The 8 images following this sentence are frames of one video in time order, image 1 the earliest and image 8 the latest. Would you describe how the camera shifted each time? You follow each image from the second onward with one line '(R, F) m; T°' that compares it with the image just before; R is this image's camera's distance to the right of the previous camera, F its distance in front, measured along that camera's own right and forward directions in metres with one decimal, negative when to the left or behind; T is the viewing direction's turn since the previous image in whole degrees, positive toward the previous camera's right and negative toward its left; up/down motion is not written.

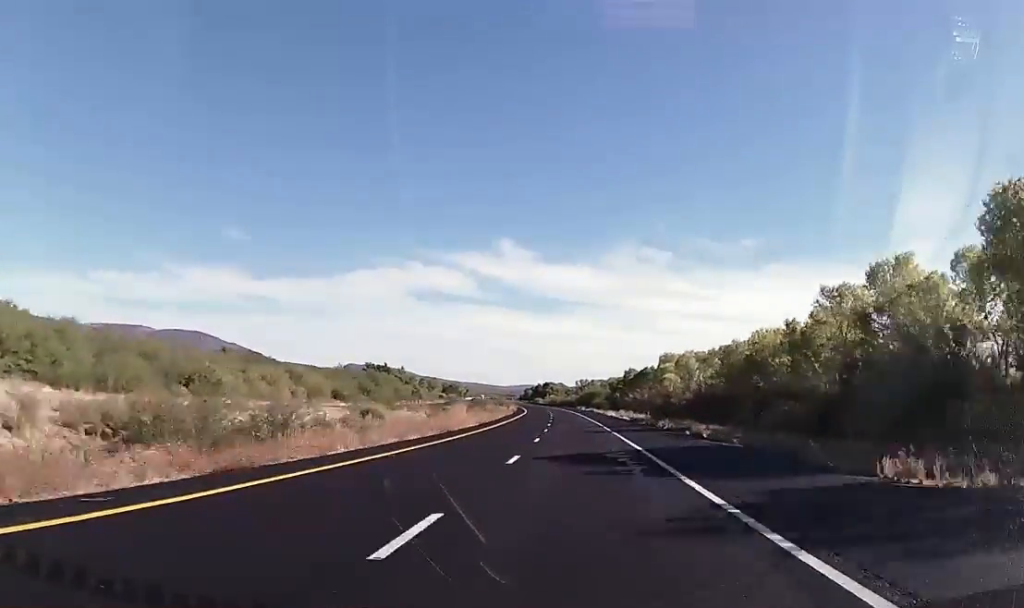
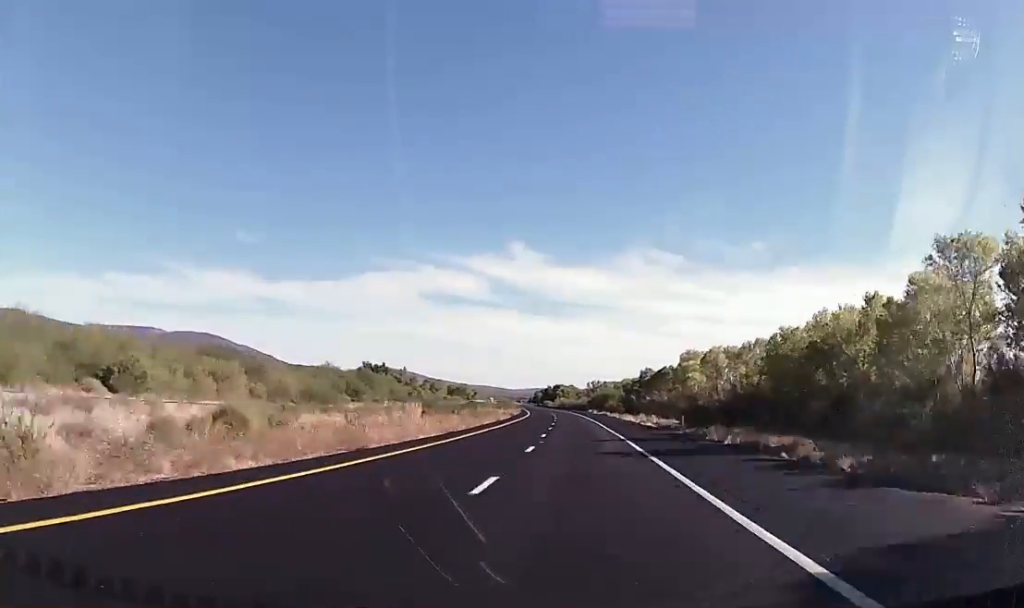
(+0.5, +18.8) m; -1°
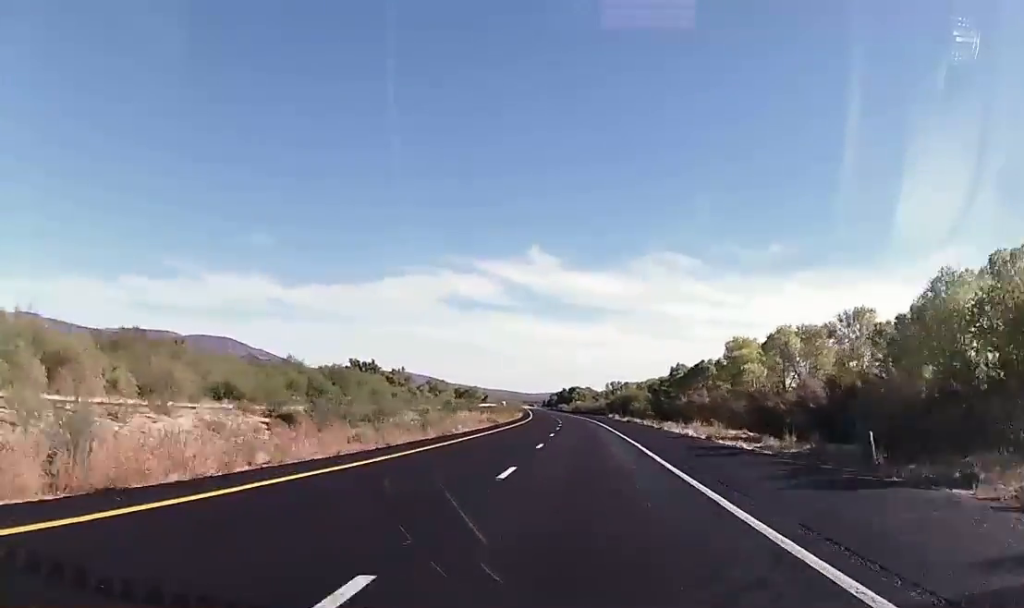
(-1.2, +33.7) m; -2°
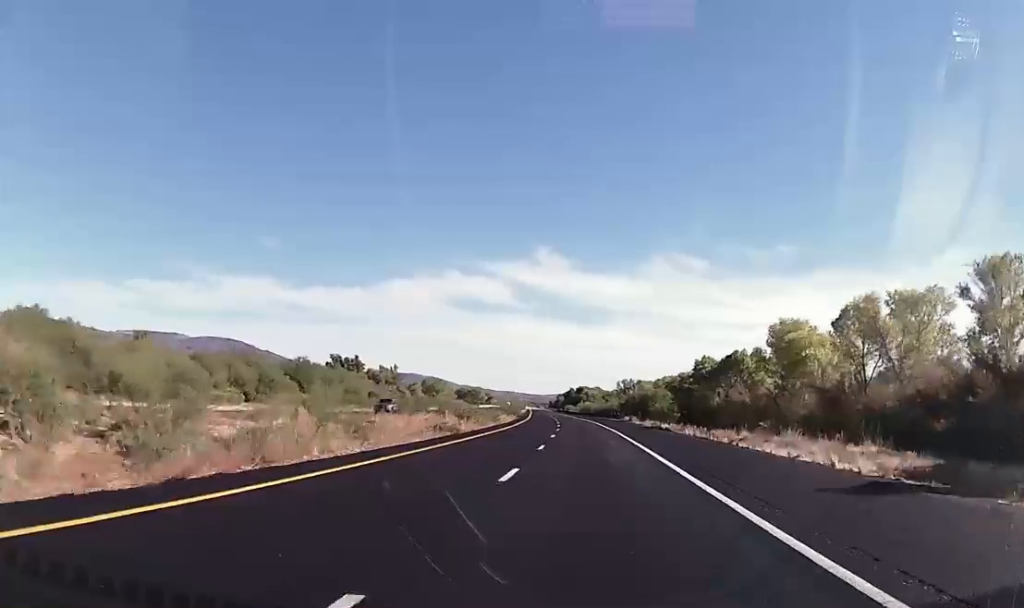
(-0.1, +24.9) m; -1°
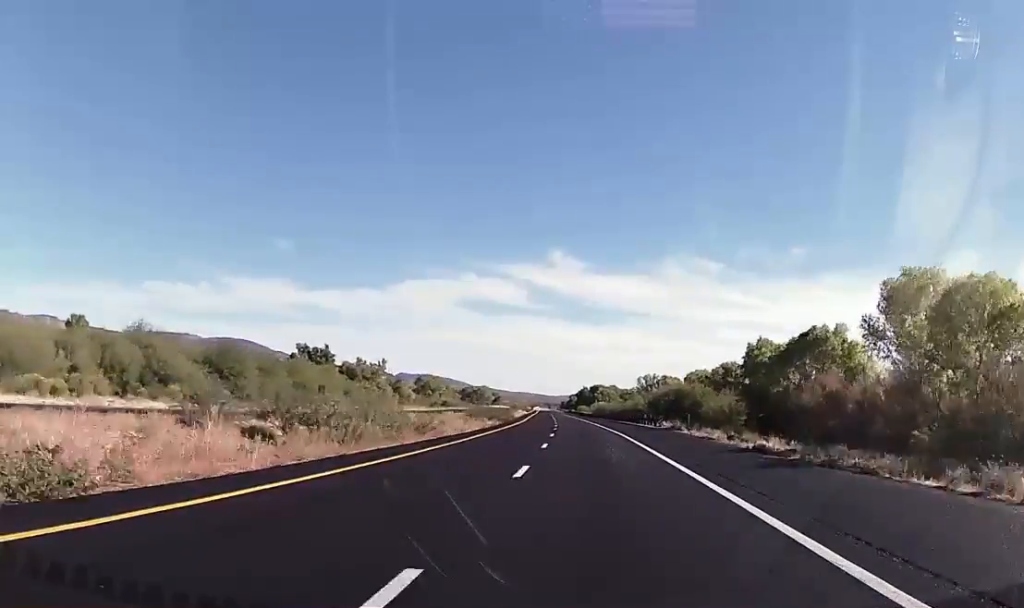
(-0.3, +35.0) m; -1°
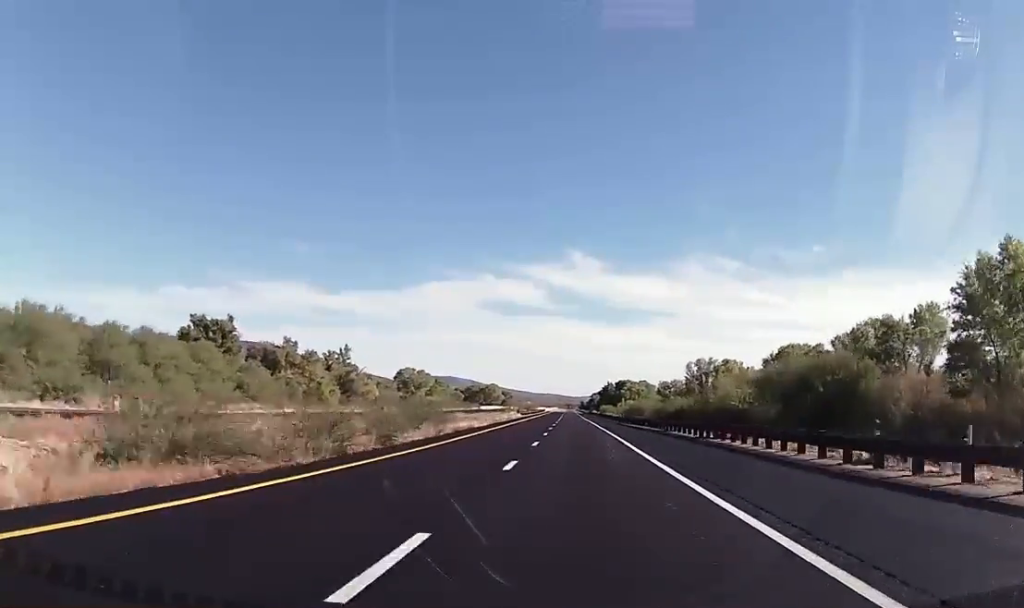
(-1.2, +58.7) m; -3°
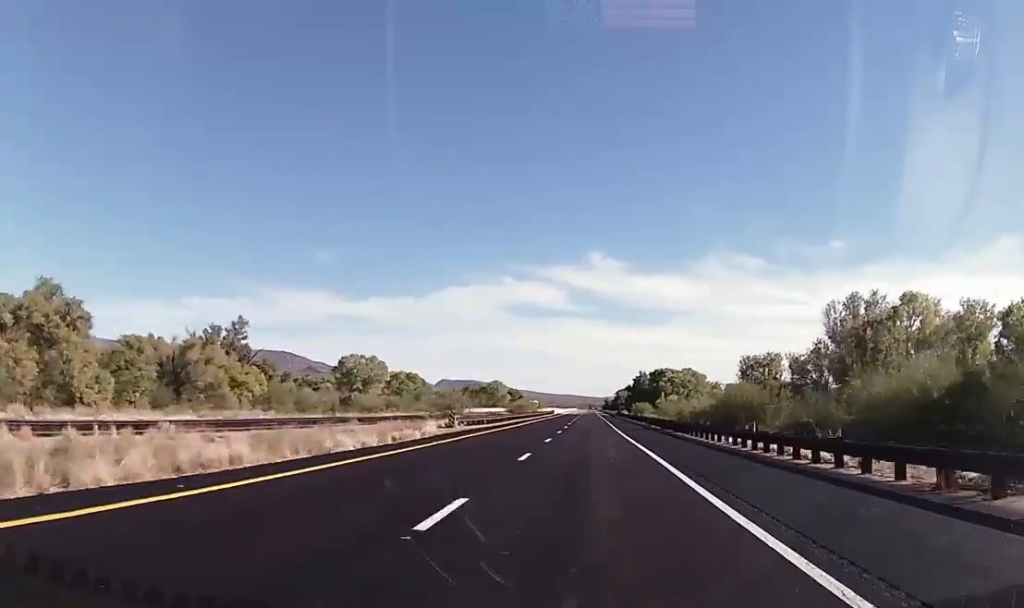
(-1.2, +71.2) m; -1°
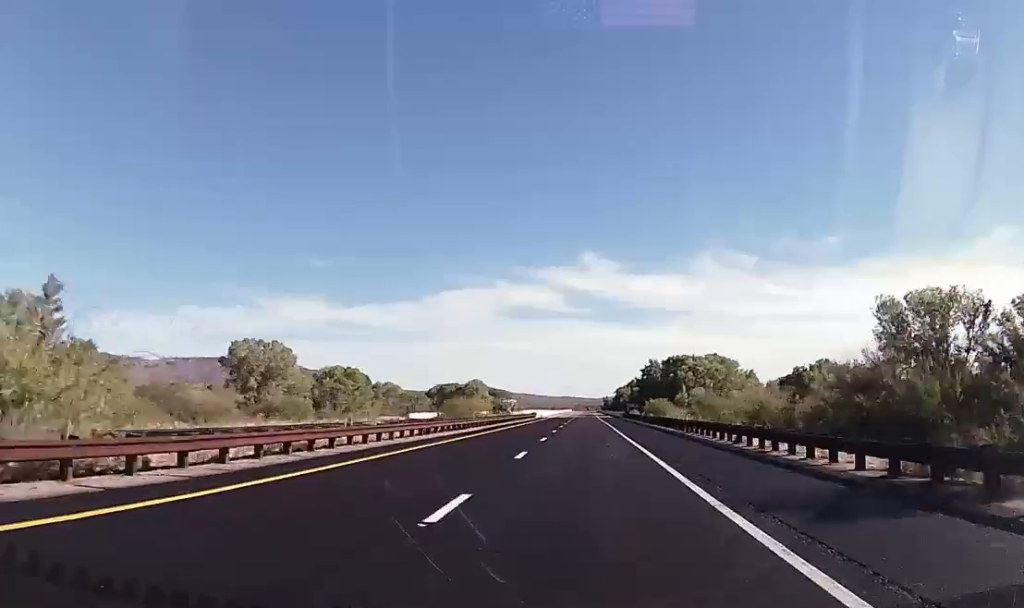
(-0.4, +47.5) m; 0°
